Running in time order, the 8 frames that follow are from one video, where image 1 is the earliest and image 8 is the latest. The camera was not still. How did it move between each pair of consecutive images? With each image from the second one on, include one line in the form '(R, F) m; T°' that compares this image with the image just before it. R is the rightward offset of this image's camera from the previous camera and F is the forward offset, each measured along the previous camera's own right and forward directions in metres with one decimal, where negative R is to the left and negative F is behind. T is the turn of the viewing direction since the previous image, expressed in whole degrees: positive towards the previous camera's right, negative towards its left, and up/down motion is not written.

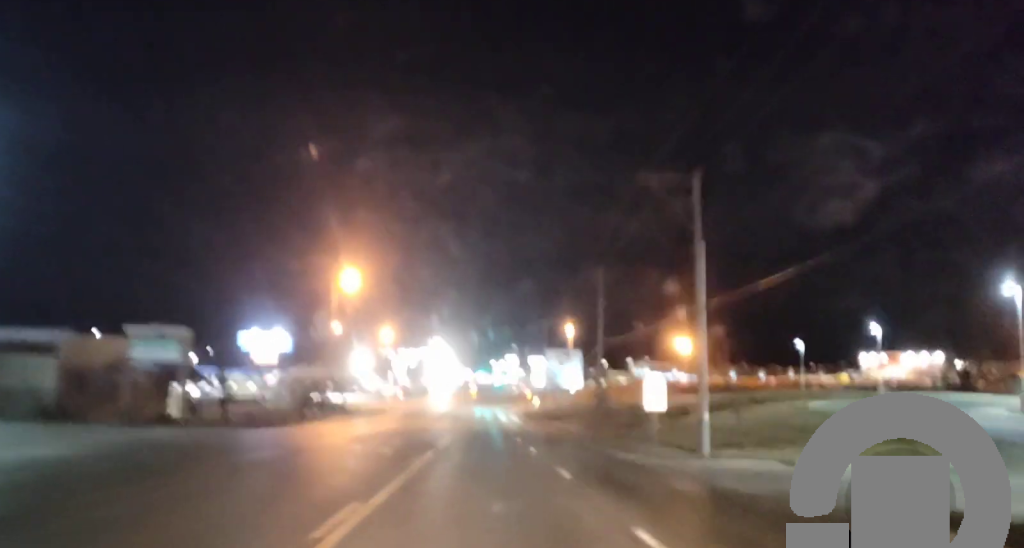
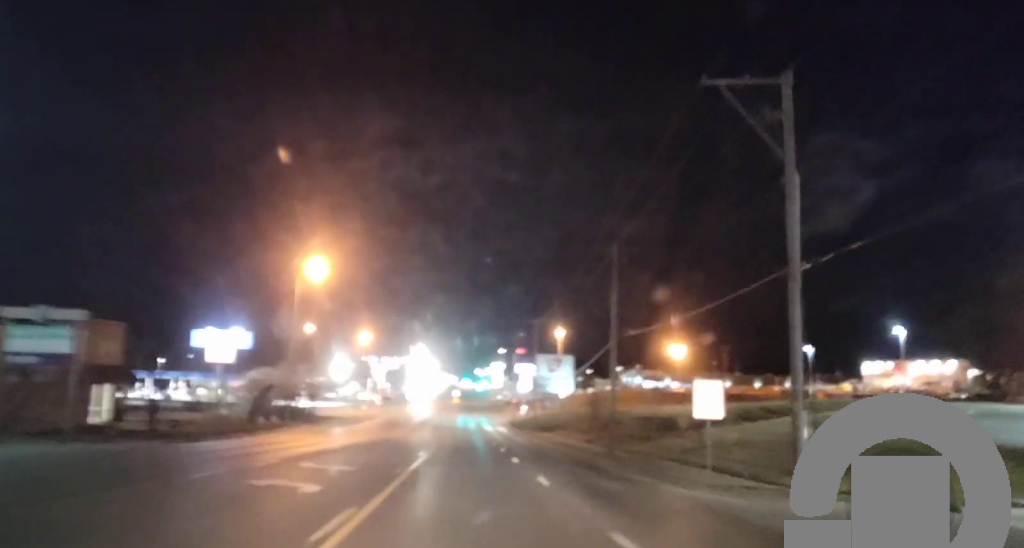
(0.0, +11.2) m; 0°
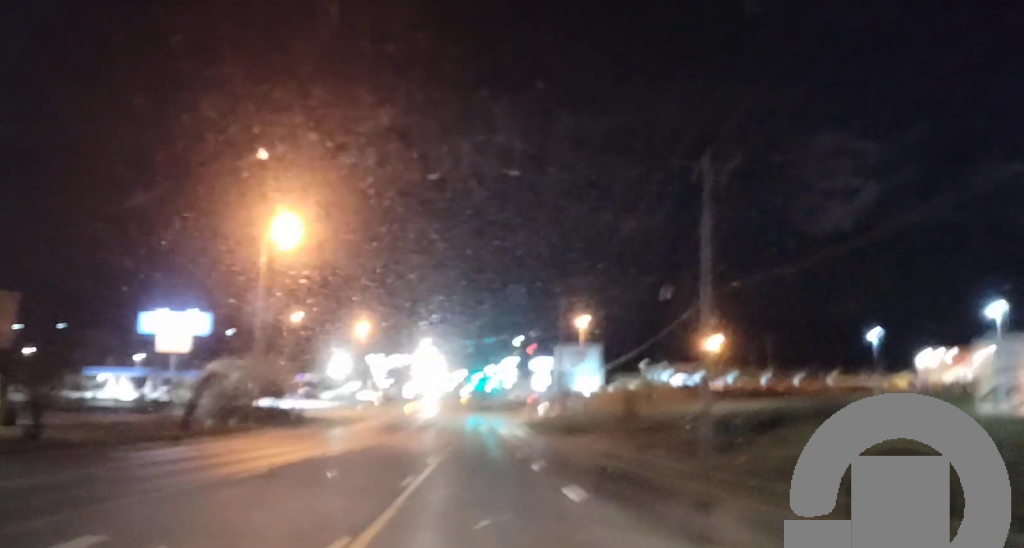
(-0.2, +14.9) m; -2°
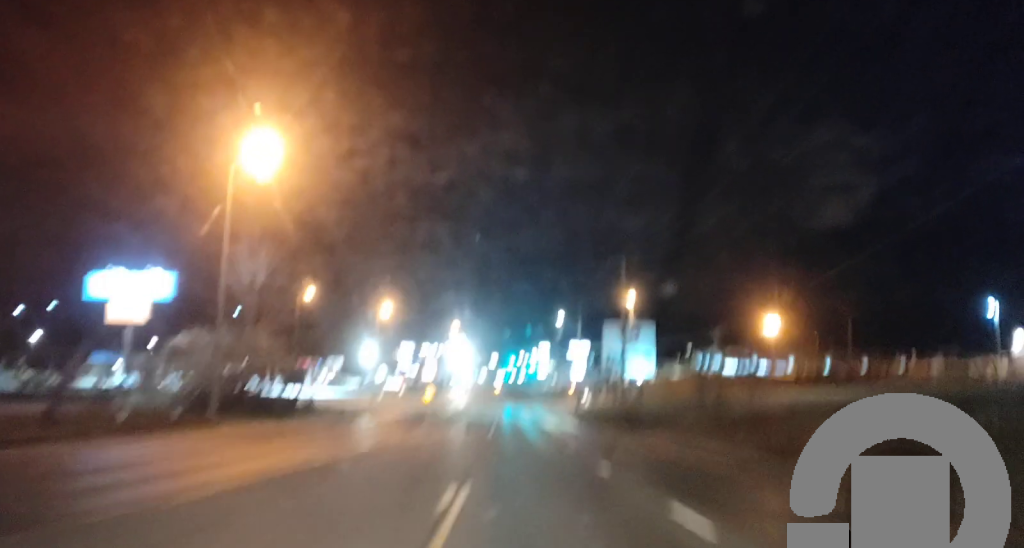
(-0.4, +18.9) m; 0°
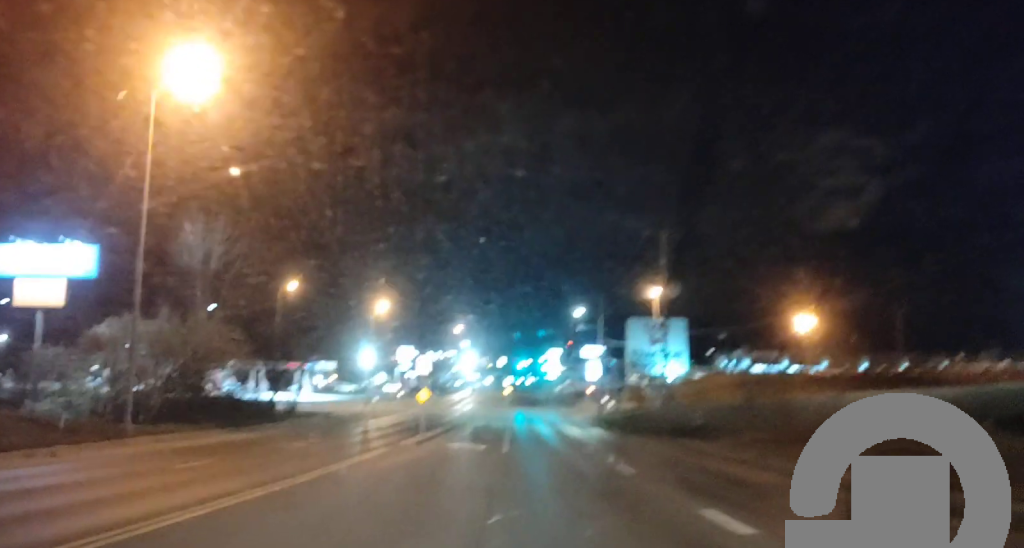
(+0.4, +11.3) m; +1°
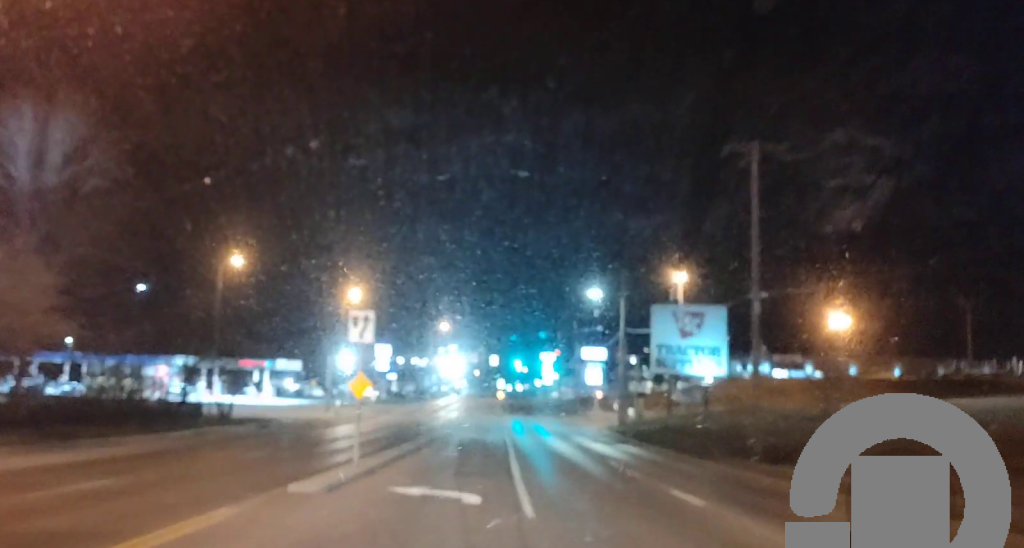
(-0.6, +19.8) m; -1°
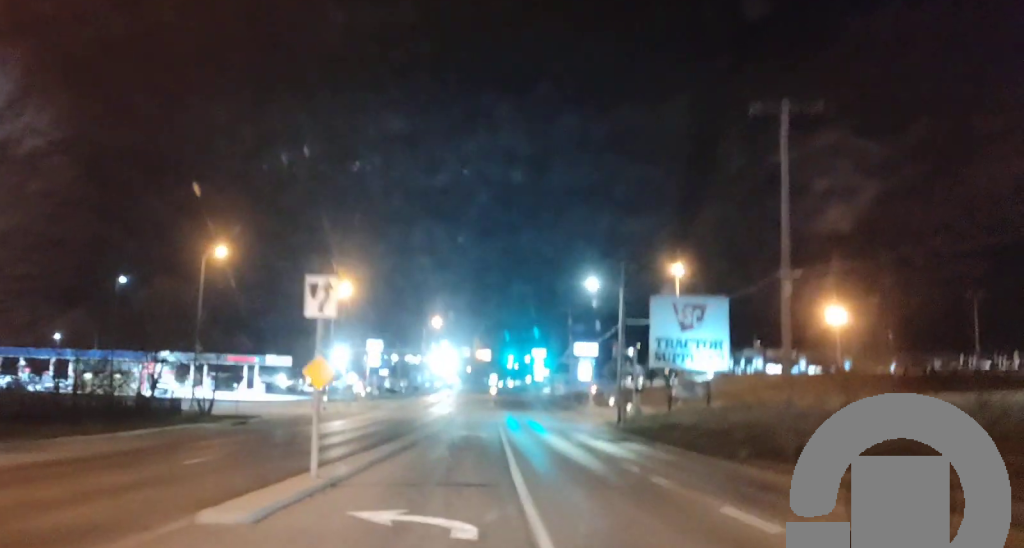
(+0.2, +5.2) m; 0°
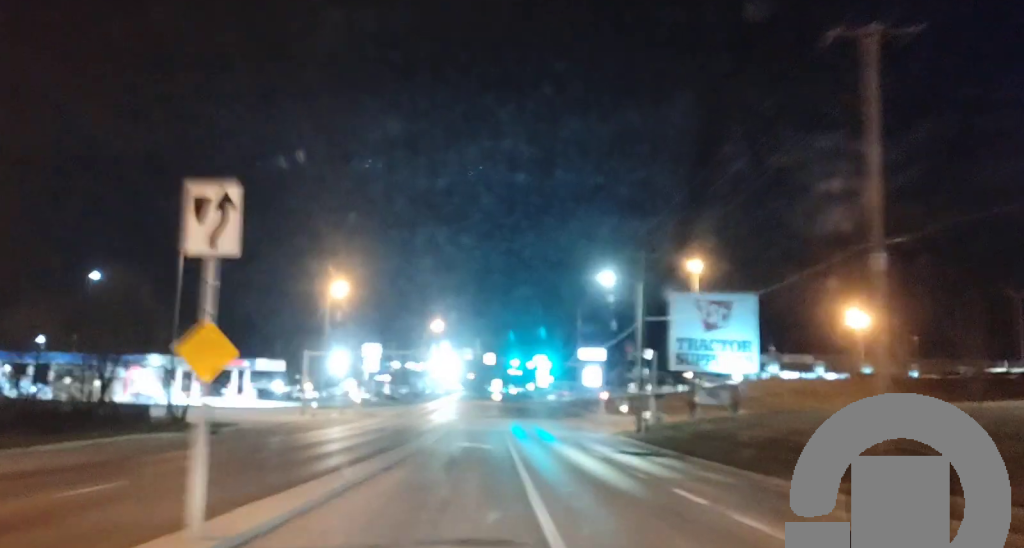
(+0.1, +6.8) m; 0°
